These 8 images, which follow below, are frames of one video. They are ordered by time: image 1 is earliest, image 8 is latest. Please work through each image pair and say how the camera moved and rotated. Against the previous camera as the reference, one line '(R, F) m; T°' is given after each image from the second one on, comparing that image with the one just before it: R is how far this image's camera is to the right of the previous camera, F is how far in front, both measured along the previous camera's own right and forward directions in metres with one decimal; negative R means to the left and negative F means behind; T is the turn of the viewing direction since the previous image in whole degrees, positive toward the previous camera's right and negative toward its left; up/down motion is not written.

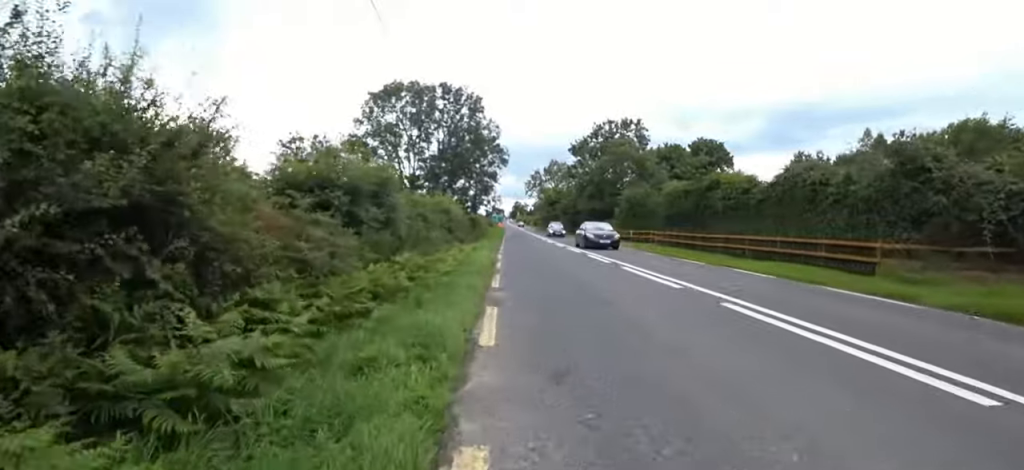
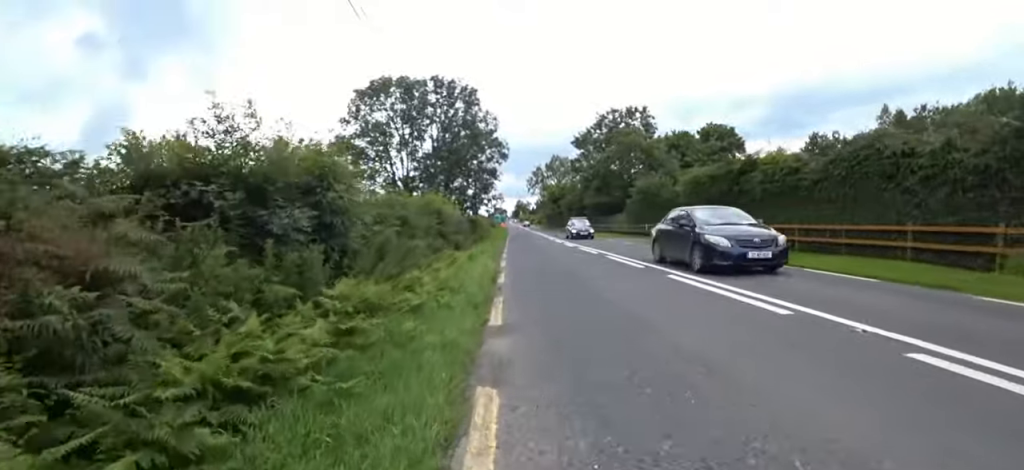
(0.0, +3.1) m; 0°
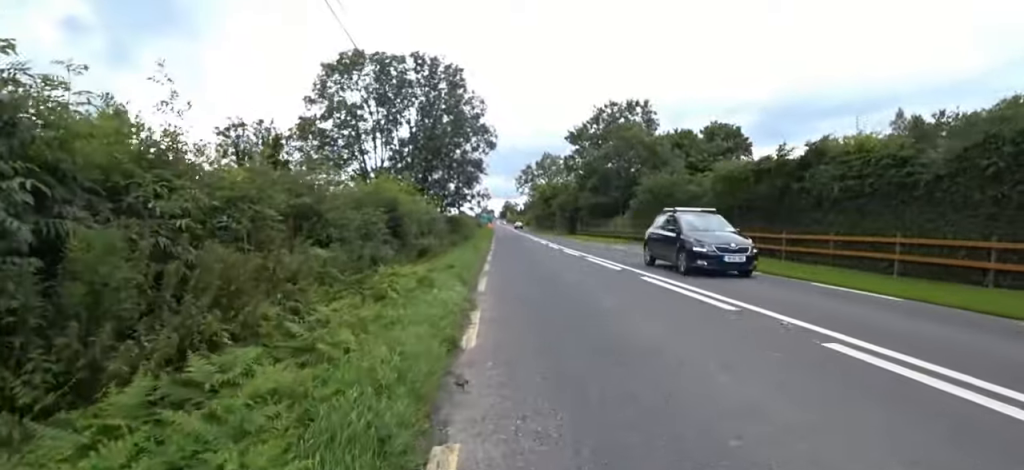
(0.0, +5.0) m; 0°
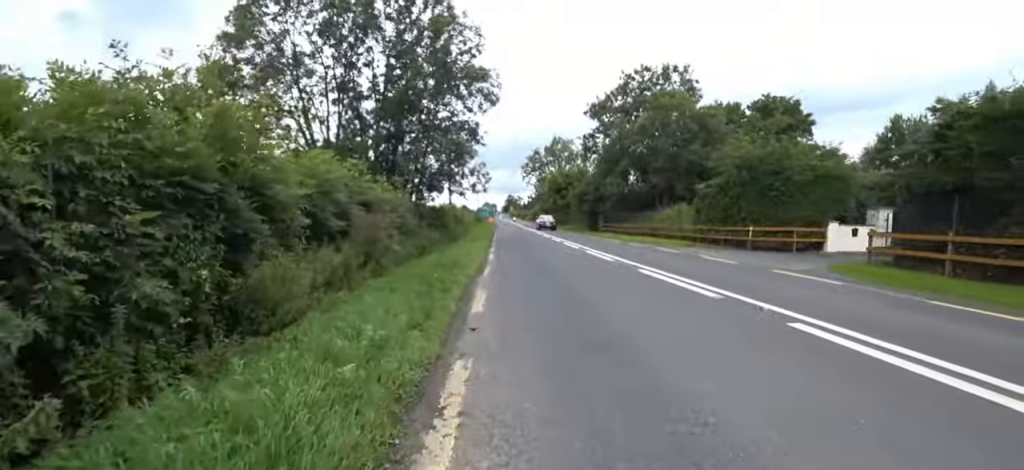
(0.0, +11.0) m; 0°
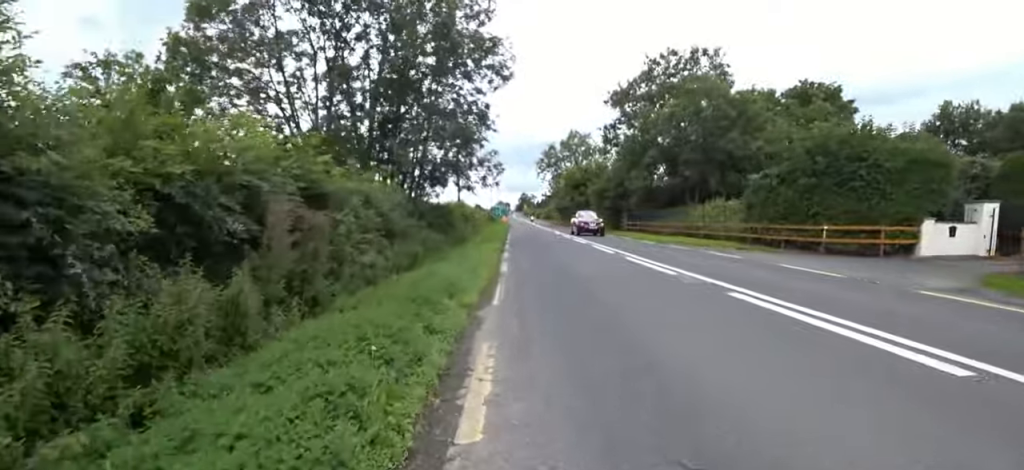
(0.0, +3.5) m; -2°
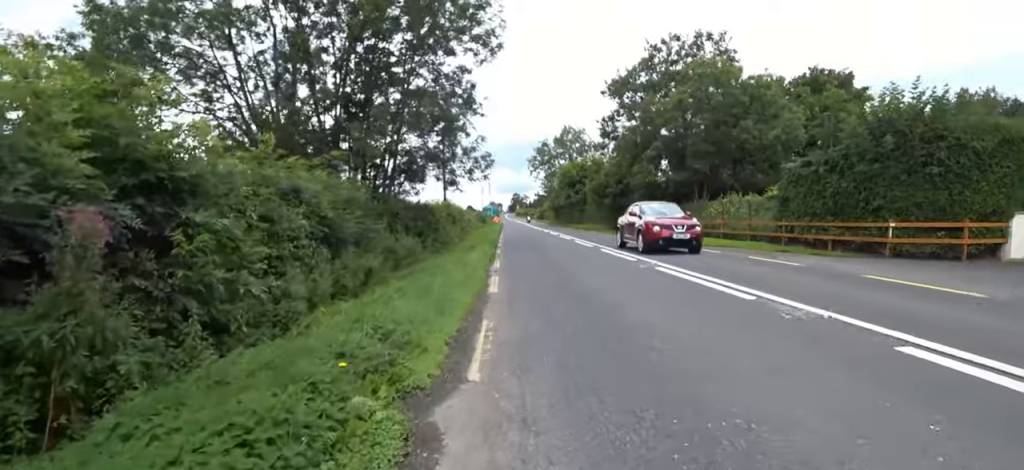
(+0.1, +3.1) m; -2°
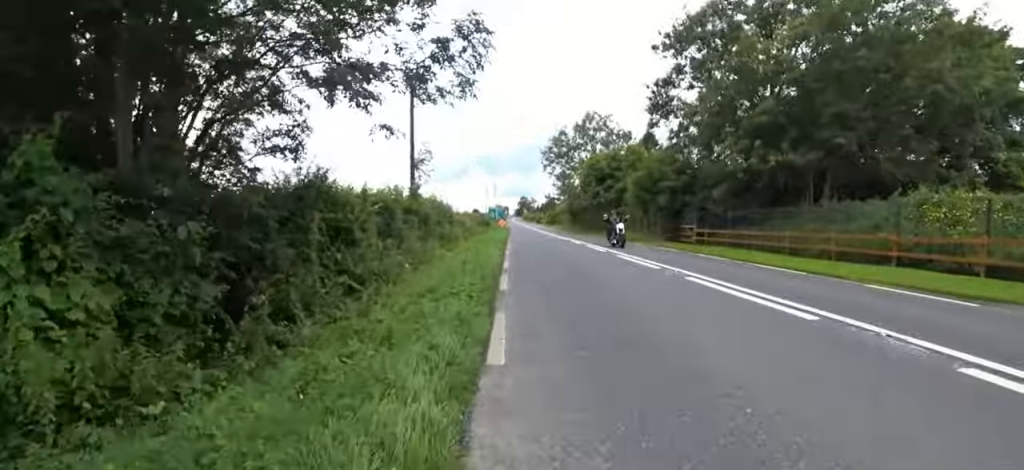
(+0.1, +11.6) m; +4°
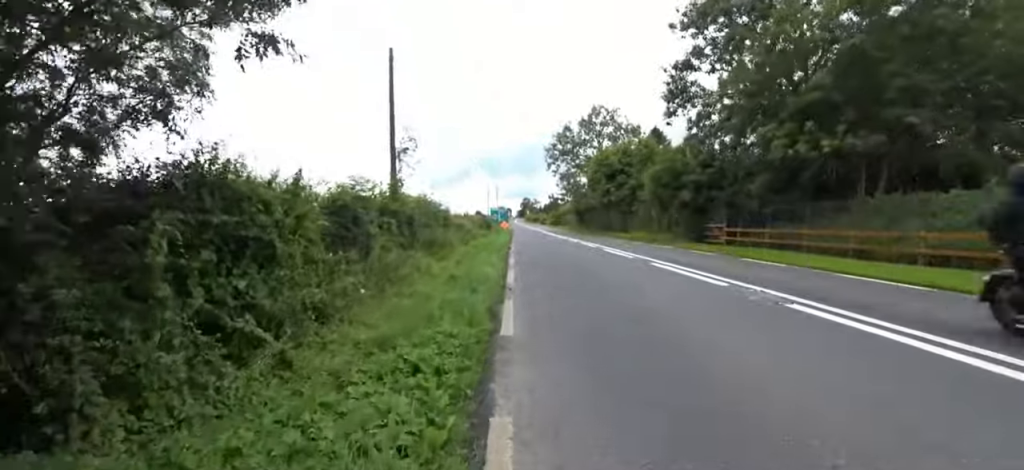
(0.0, +3.1) m; 0°
